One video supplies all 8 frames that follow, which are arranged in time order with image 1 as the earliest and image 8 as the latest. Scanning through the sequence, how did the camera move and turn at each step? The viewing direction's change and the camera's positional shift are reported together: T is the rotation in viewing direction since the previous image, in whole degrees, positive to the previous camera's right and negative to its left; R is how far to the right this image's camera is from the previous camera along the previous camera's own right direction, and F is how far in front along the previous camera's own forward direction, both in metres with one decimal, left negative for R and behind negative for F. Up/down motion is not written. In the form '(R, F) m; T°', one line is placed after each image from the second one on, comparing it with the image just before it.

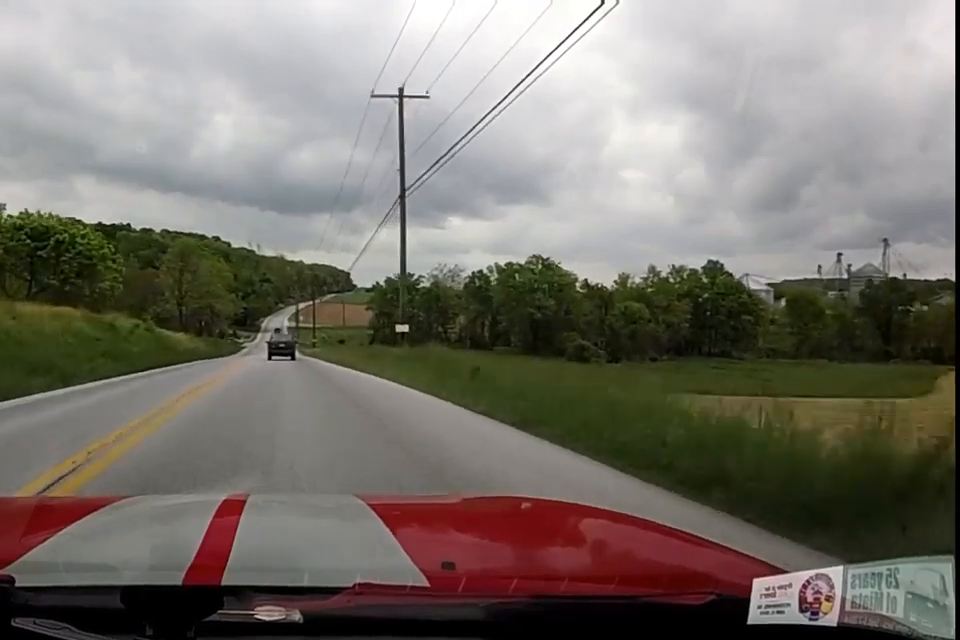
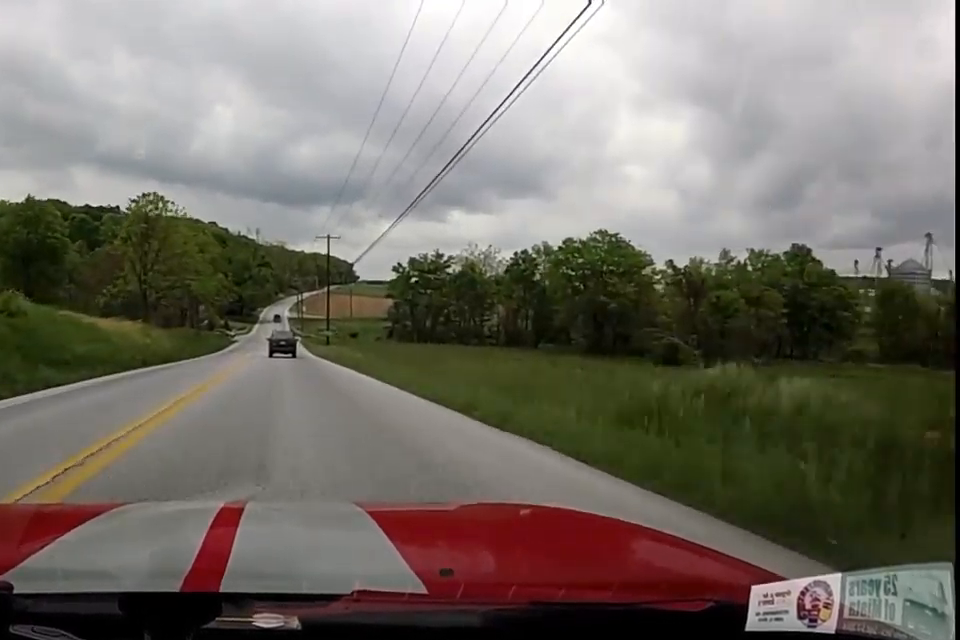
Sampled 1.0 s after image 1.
(+0.6, +24.6) m; -1°
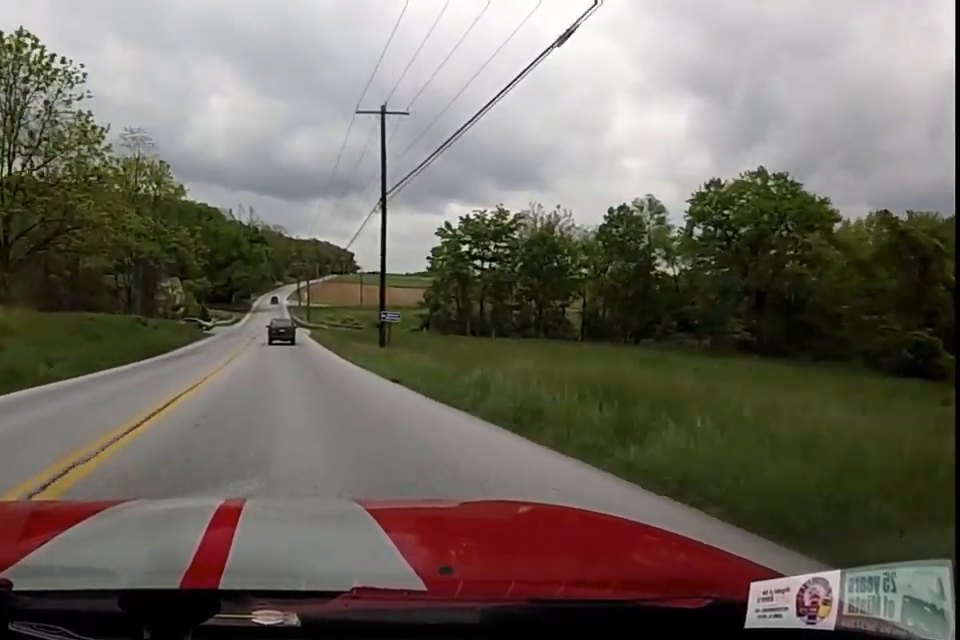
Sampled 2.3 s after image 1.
(-1.3, +33.7) m; -2°
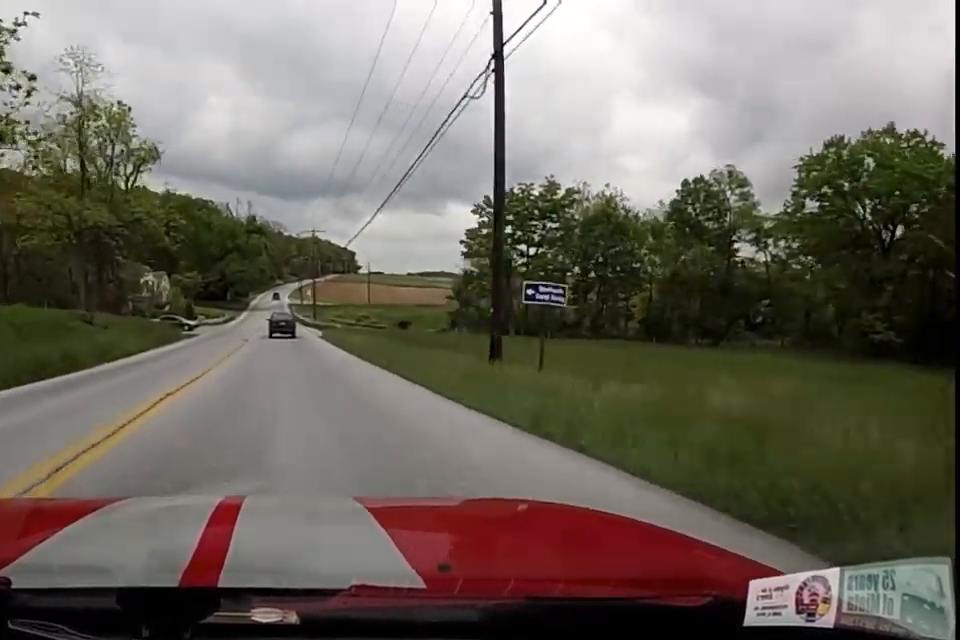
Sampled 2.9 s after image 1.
(0.0, +15.2) m; 0°
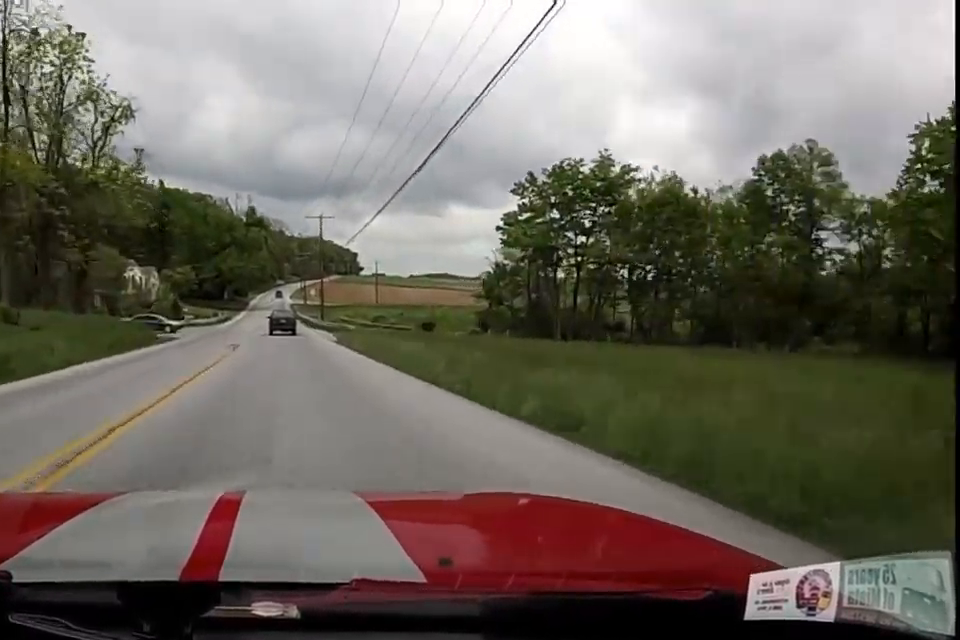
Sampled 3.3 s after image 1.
(0.0, +11.0) m; 0°
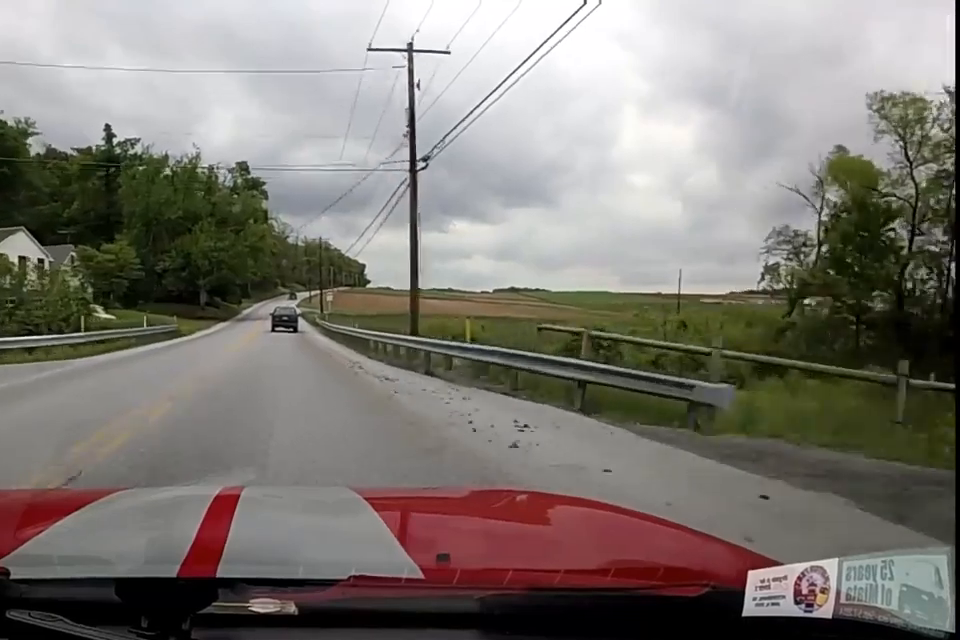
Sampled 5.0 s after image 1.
(-0.2, +43.0) m; -2°
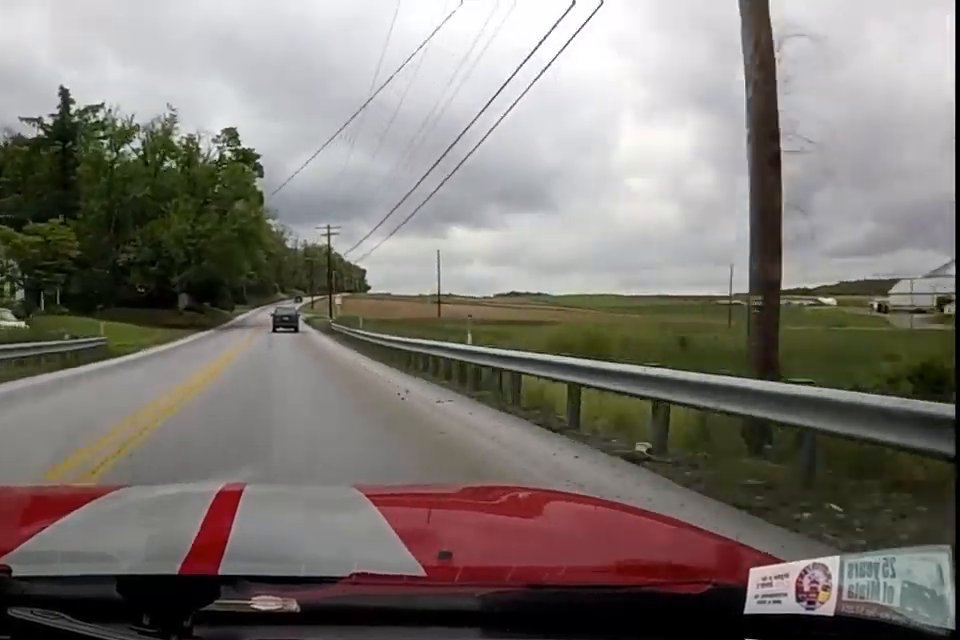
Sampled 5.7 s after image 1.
(-0.5, +16.7) m; 0°
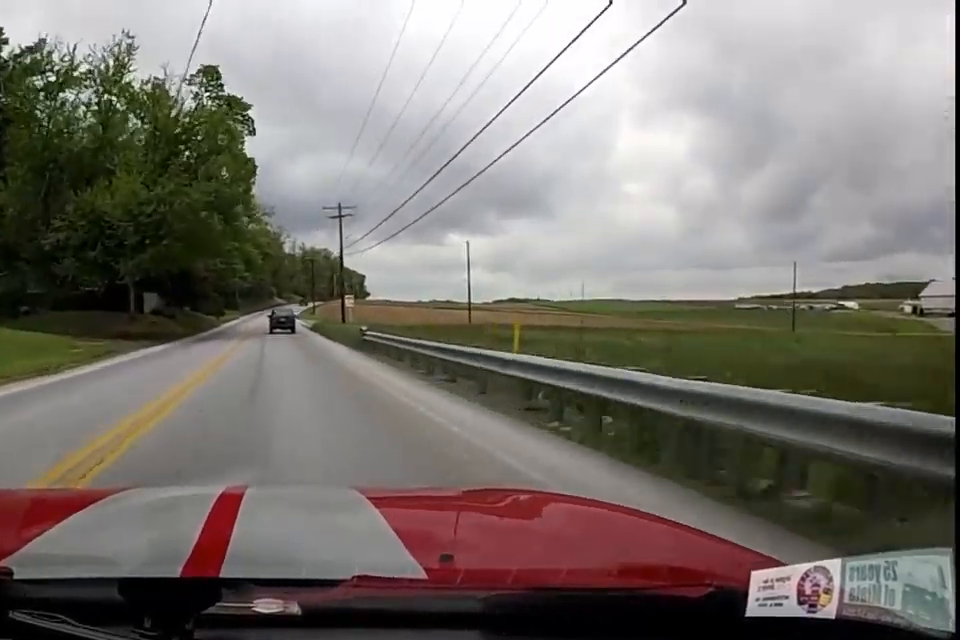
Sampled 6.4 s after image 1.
(+0.2, +16.5) m; +1°
